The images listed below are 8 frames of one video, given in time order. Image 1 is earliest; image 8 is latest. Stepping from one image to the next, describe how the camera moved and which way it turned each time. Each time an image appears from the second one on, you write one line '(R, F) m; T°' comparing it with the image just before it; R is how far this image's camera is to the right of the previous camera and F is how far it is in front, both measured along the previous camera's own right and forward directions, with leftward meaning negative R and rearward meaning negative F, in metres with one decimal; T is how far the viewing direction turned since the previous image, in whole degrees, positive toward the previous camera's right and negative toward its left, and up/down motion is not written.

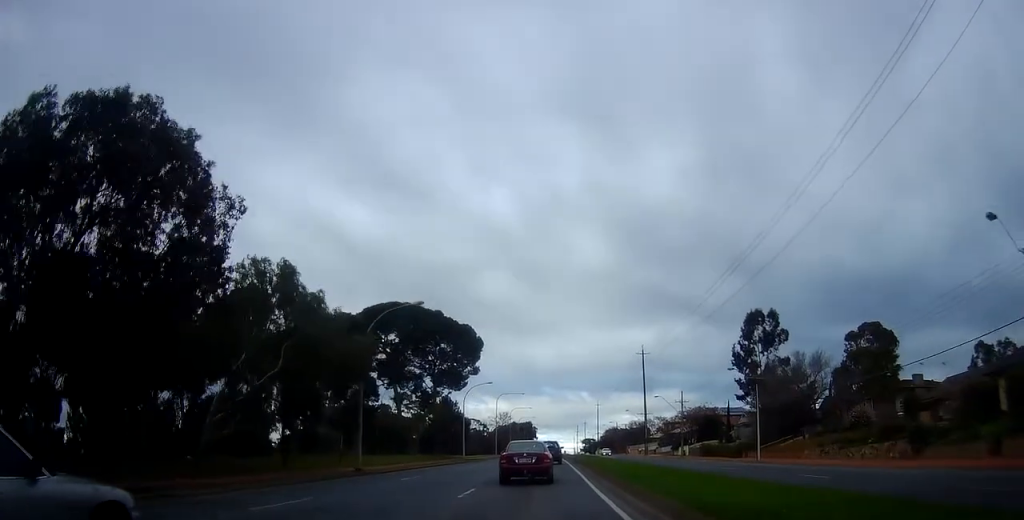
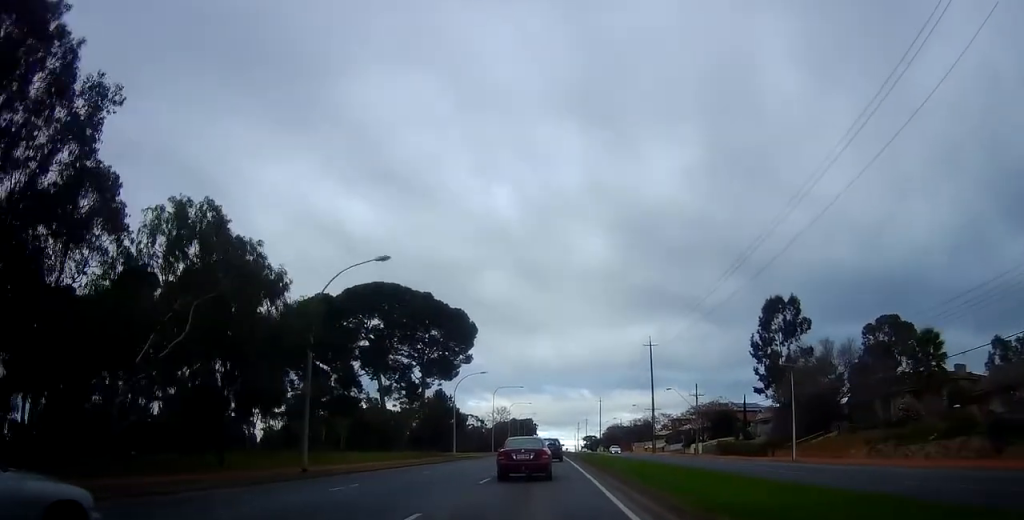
(0.0, +7.8) m; 0°
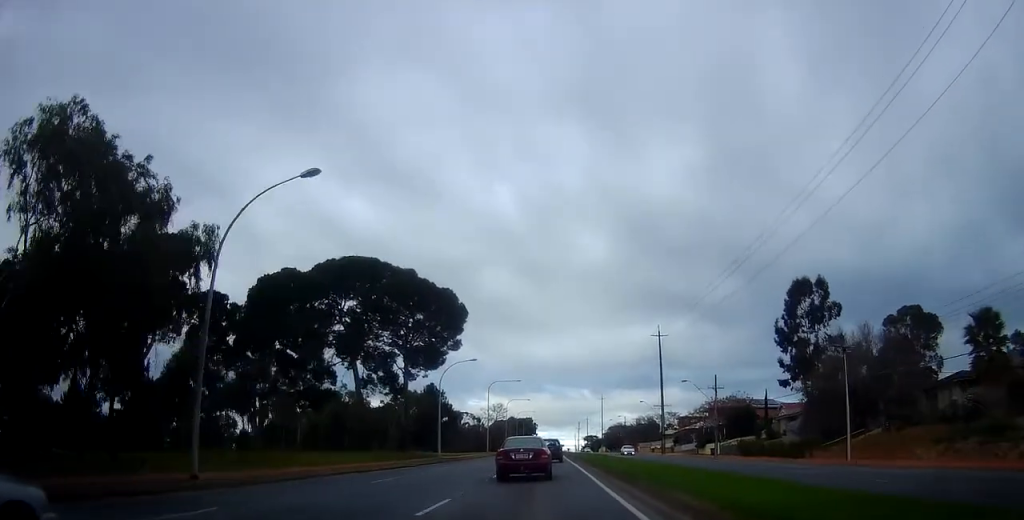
(0.0, +8.8) m; 0°
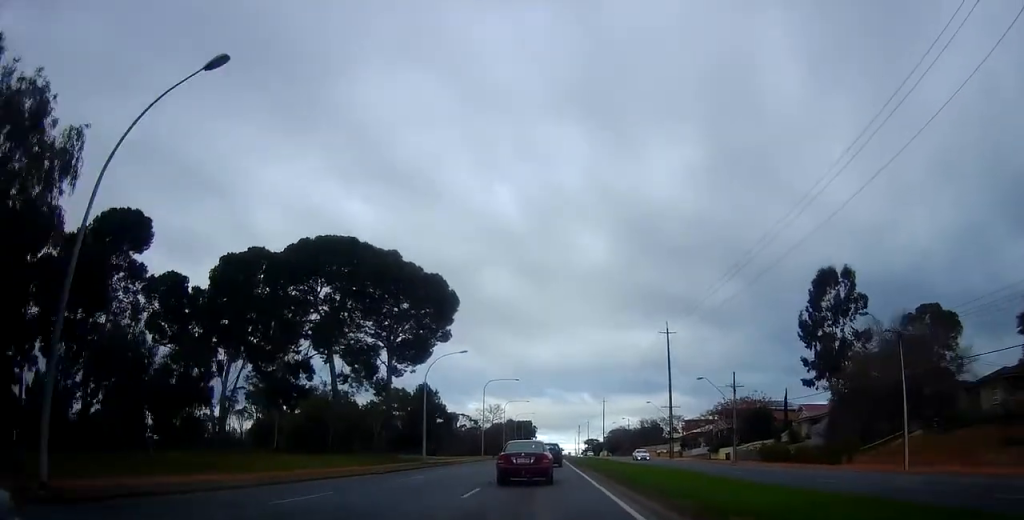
(0.0, +6.8) m; 0°
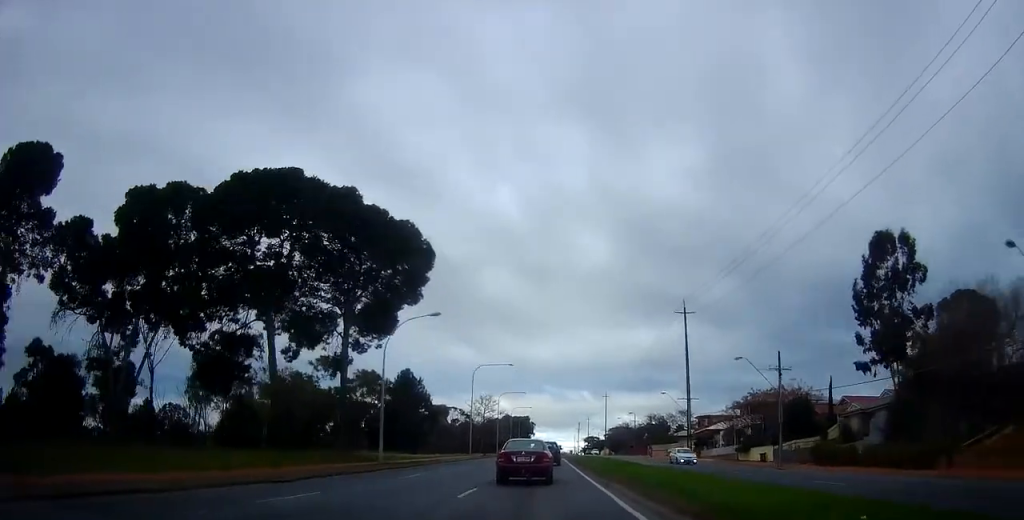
(0.0, +12.4) m; +1°
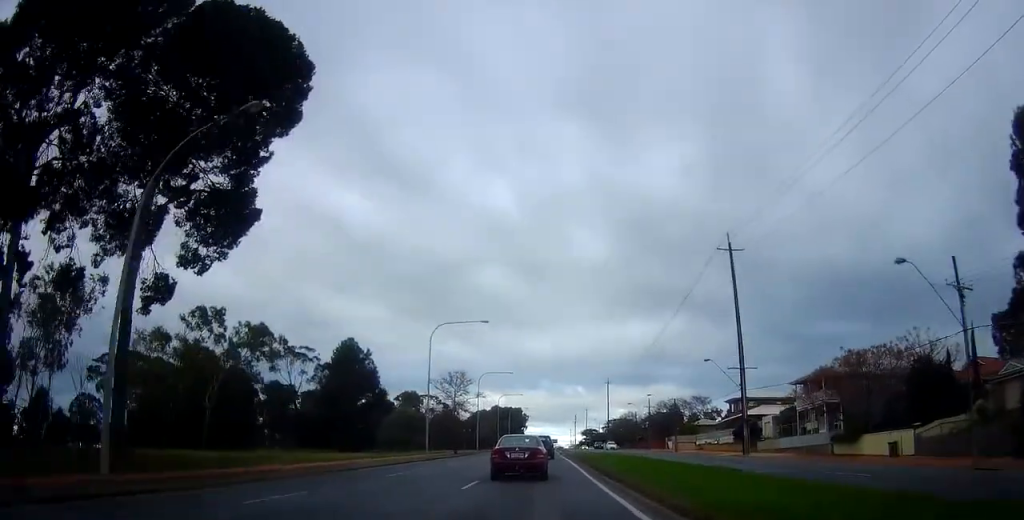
(+0.7, +24.7) m; +1°
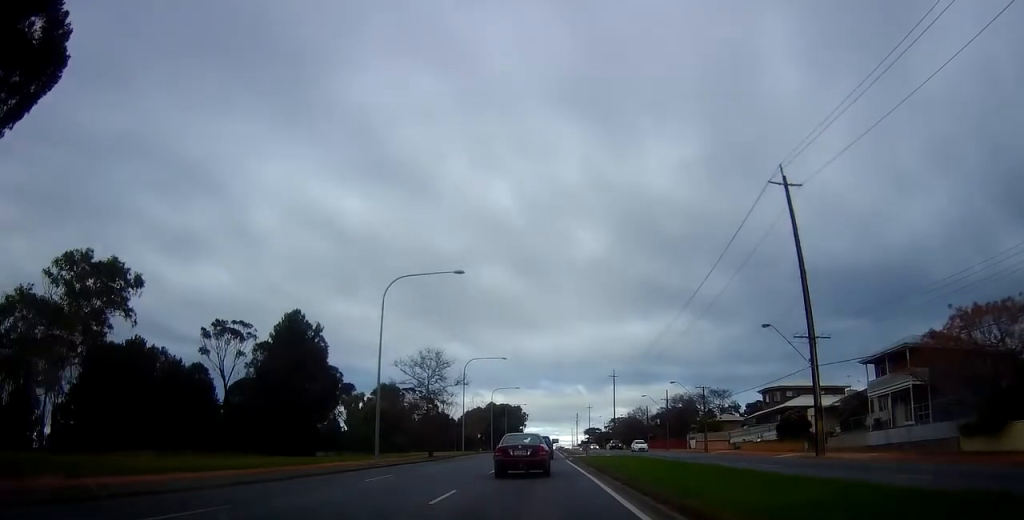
(-0.5, +15.8) m; -2°
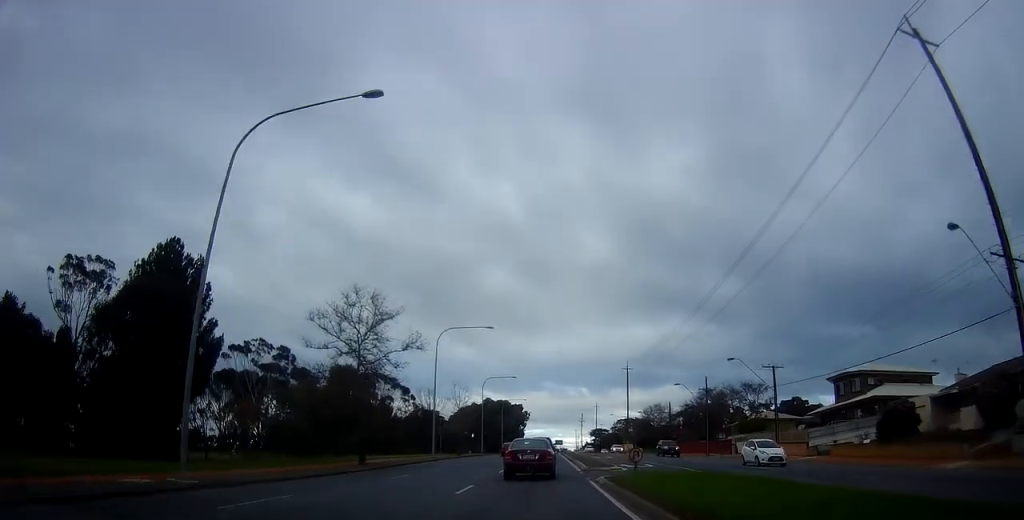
(0.0, +21.2) m; 0°
